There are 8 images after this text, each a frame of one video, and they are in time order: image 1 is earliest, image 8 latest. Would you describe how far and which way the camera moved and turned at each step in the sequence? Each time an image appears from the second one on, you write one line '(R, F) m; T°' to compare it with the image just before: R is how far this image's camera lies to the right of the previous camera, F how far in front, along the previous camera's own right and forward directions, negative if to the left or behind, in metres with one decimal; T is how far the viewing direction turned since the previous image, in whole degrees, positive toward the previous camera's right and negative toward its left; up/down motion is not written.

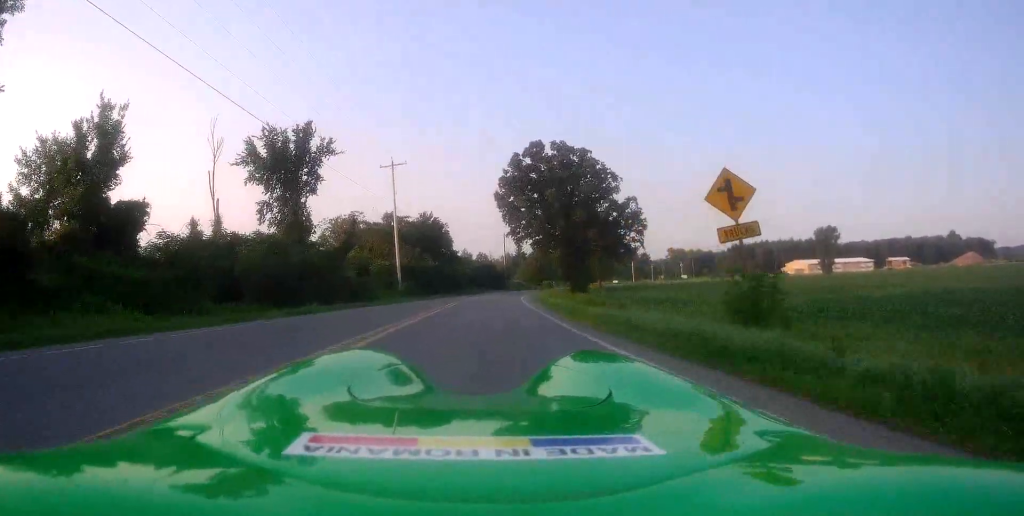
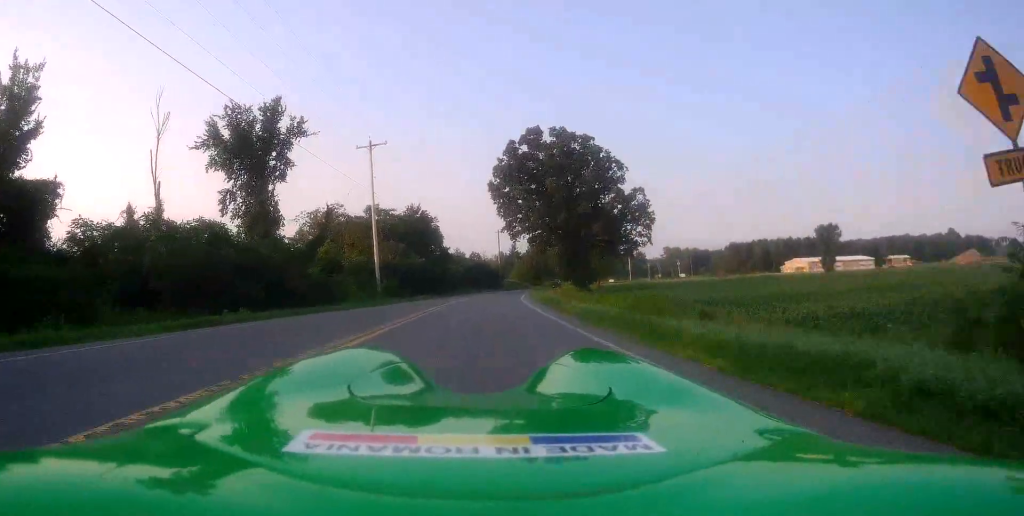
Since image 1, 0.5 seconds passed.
(+0.1, +7.2) m; +1°
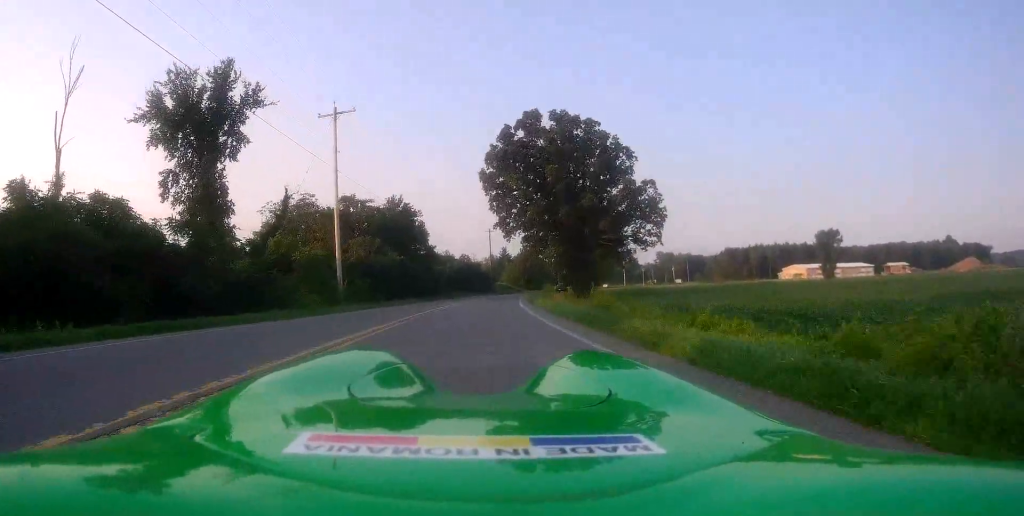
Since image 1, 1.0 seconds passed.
(0.0, +9.2) m; 0°
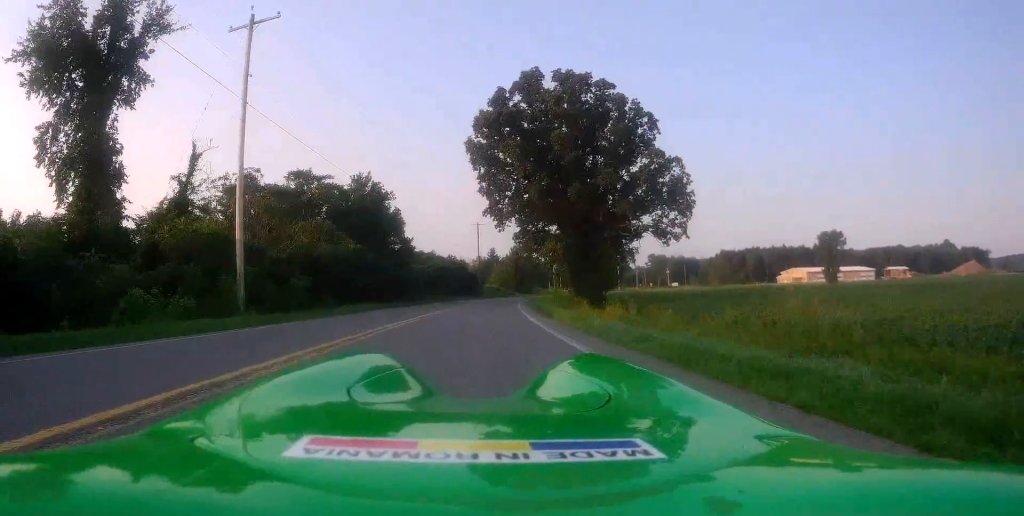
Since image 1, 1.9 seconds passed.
(0.0, +13.2) m; 0°
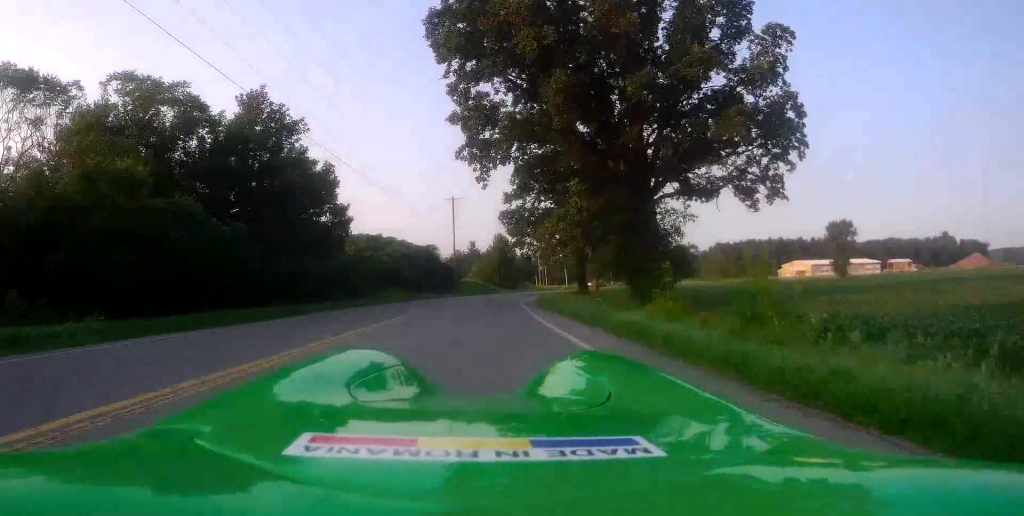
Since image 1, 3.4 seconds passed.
(+0.4, +23.6) m; +3°
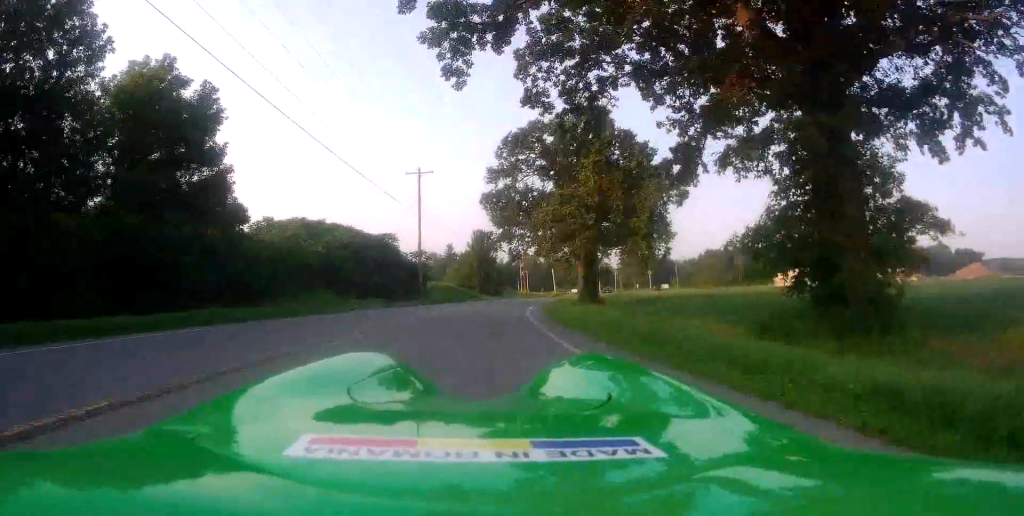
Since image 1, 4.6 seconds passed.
(+0.6, +18.8) m; +3°
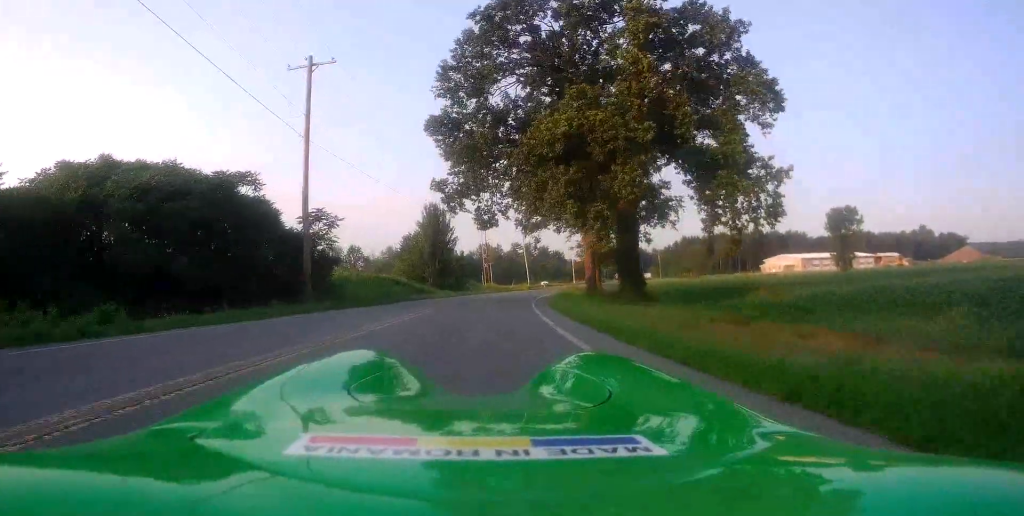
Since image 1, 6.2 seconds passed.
(+0.6, +25.2) m; +3°
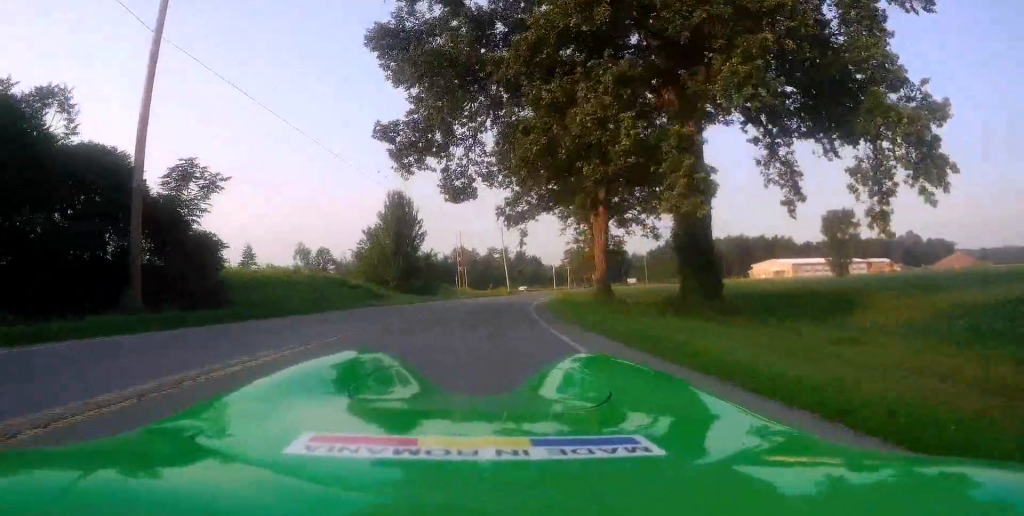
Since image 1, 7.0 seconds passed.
(+0.4, +12.2) m; +2°
